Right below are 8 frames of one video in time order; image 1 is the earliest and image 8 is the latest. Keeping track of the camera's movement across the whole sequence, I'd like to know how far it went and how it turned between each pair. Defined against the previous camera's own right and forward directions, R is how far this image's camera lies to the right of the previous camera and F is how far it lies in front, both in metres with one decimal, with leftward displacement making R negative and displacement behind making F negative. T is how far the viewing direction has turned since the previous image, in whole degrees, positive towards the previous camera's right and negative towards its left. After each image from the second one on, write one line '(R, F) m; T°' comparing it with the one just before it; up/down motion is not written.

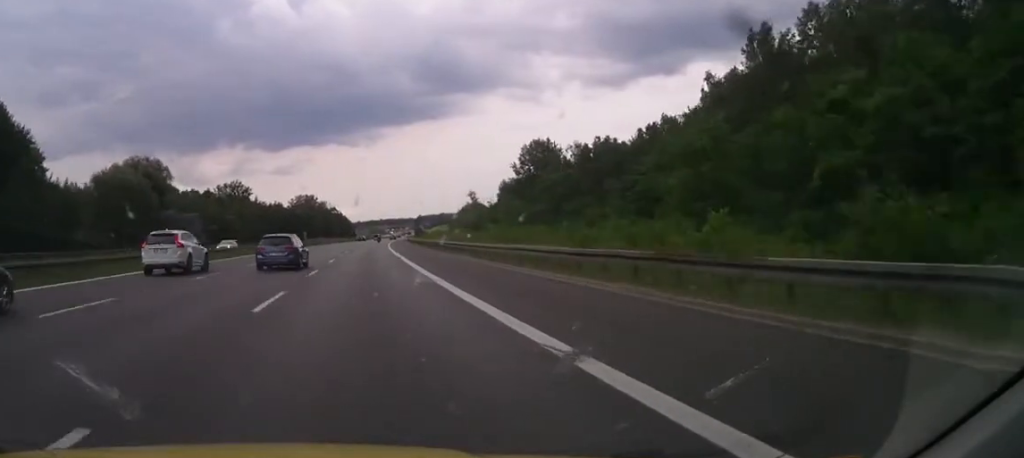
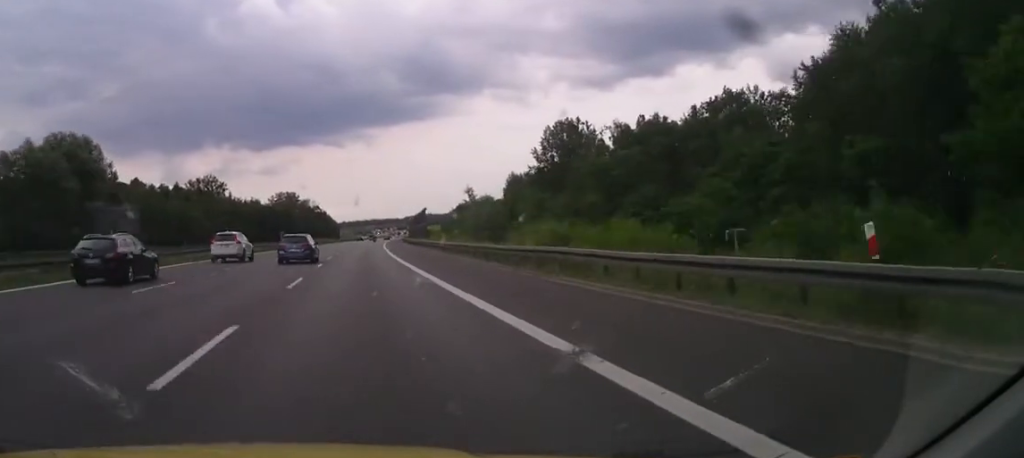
(0.0, +30.2) m; +1°
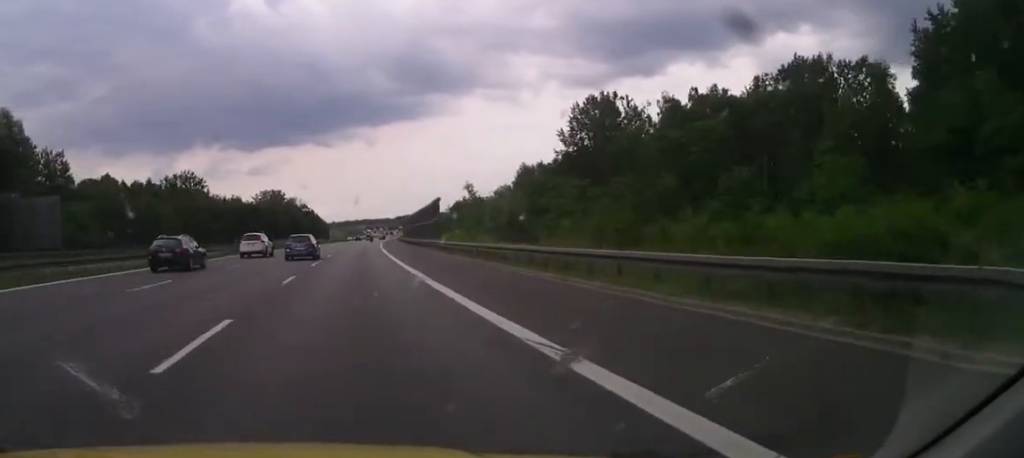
(+0.3, +23.3) m; +1°
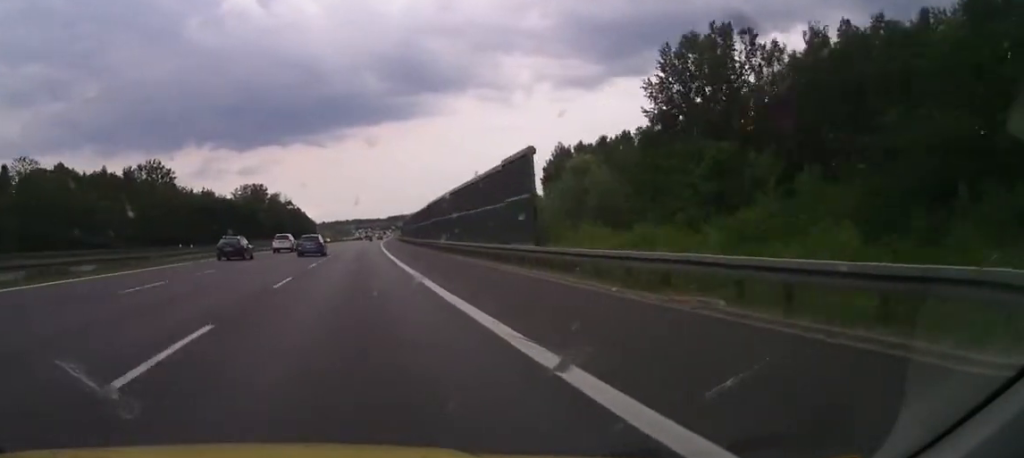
(+0.3, +36.5) m; +1°
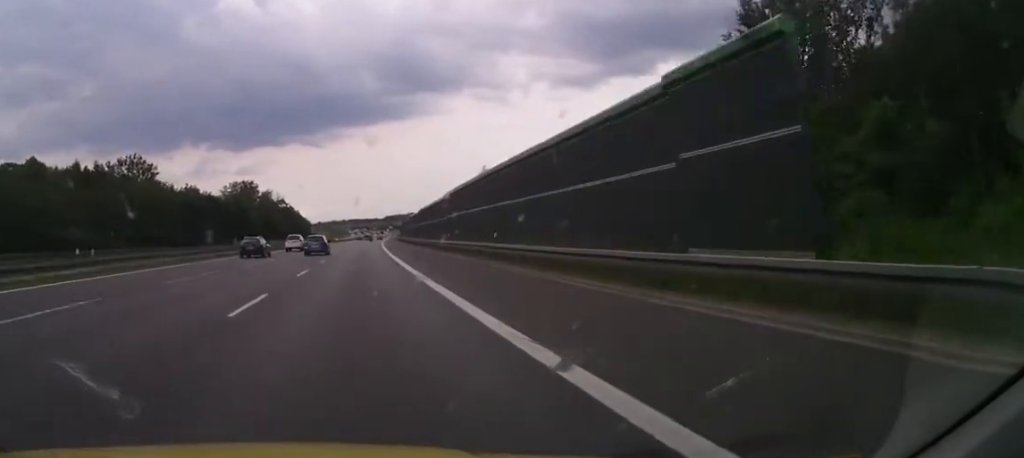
(+0.2, +18.3) m; 0°
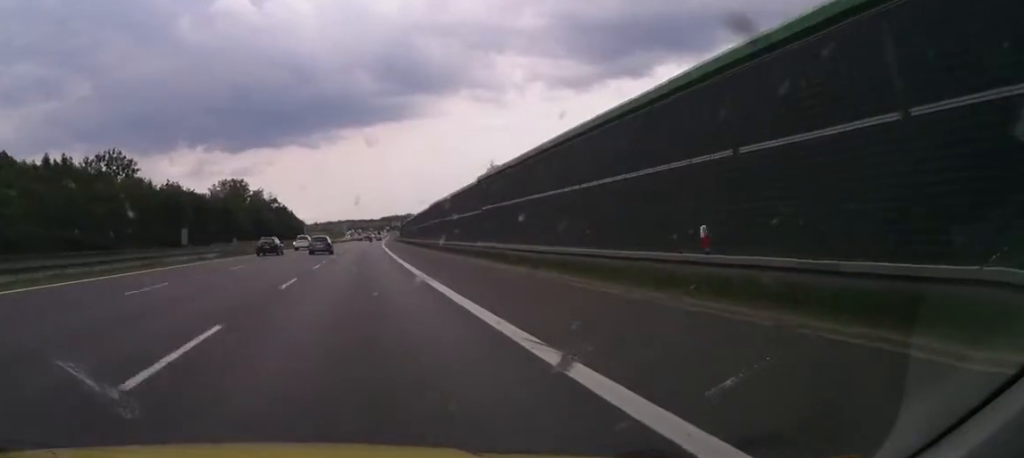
(+0.1, +17.3) m; 0°
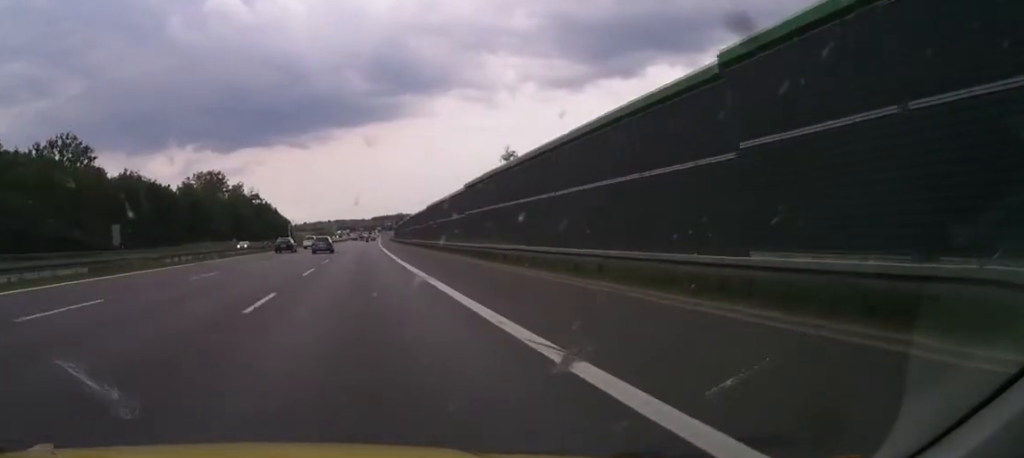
(-0.3, +29.5) m; +1°
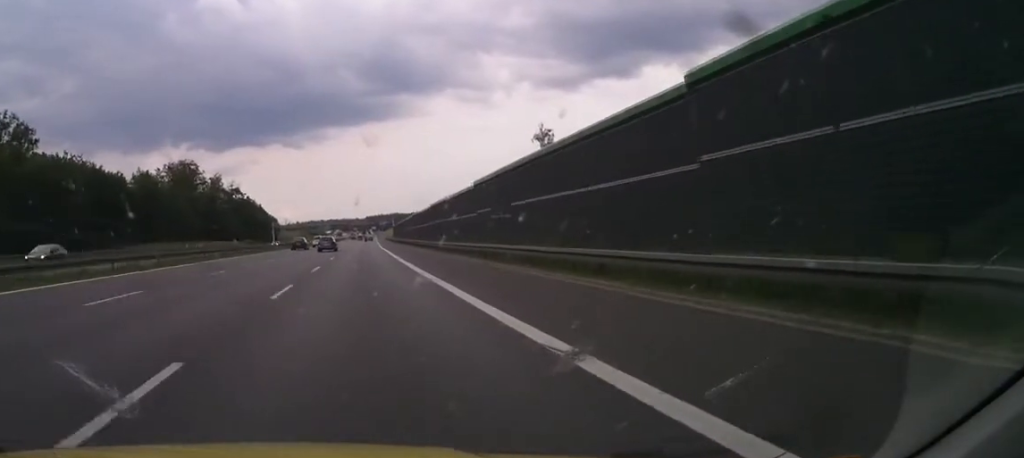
(+1.0, +32.9) m; +2°
